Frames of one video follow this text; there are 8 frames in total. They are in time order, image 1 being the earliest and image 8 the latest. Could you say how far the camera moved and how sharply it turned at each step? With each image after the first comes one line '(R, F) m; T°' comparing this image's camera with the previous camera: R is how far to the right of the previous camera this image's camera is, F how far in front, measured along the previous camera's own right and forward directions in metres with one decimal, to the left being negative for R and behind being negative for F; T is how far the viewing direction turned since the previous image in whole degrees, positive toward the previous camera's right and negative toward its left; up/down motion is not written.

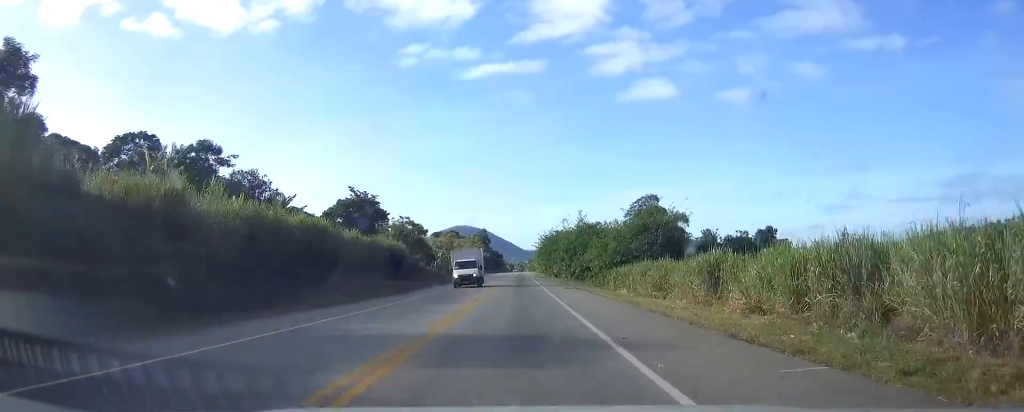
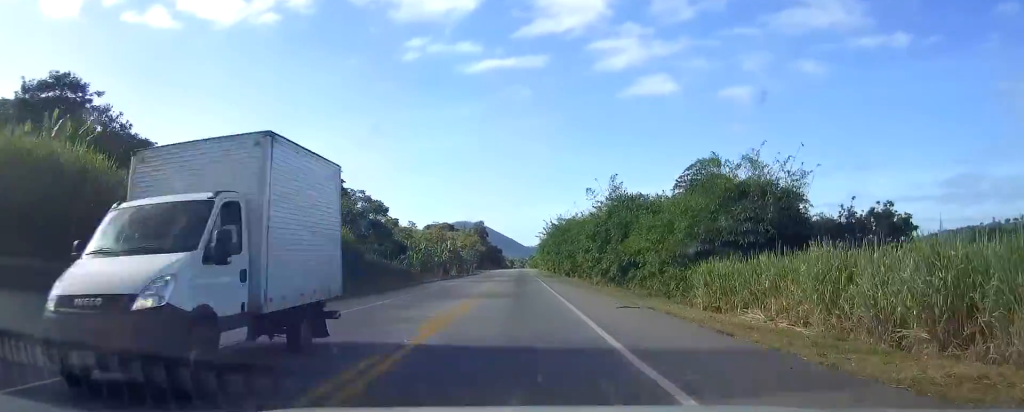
(0.0, +25.7) m; 0°
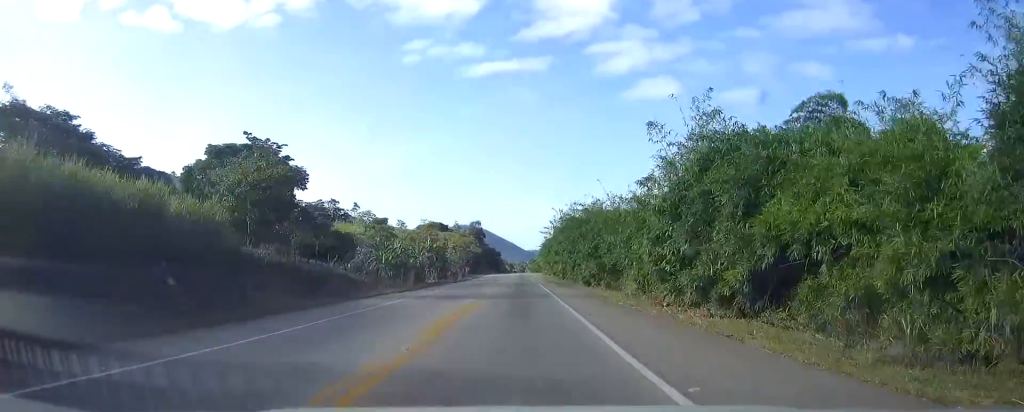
(-0.1, +23.6) m; 0°
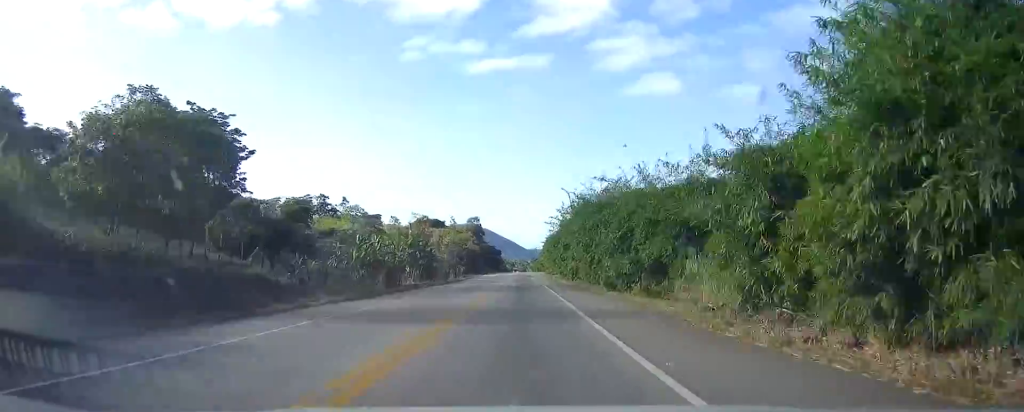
(+0.1, +14.6) m; 0°
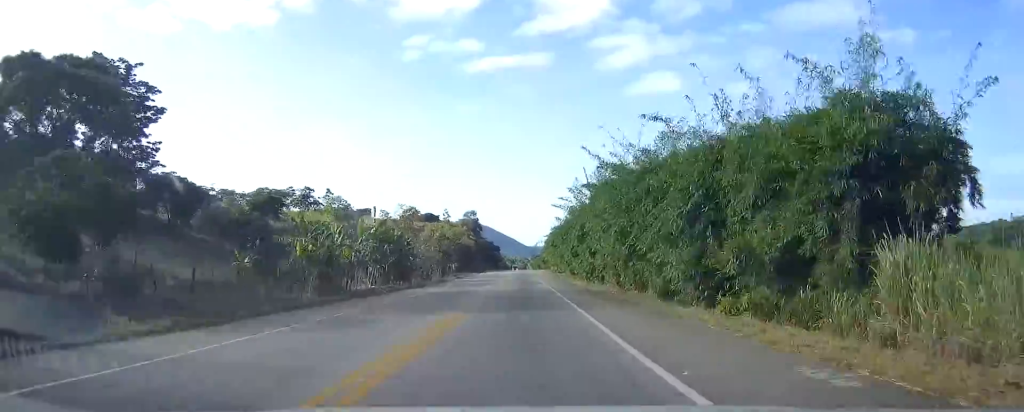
(0.0, +16.9) m; 0°
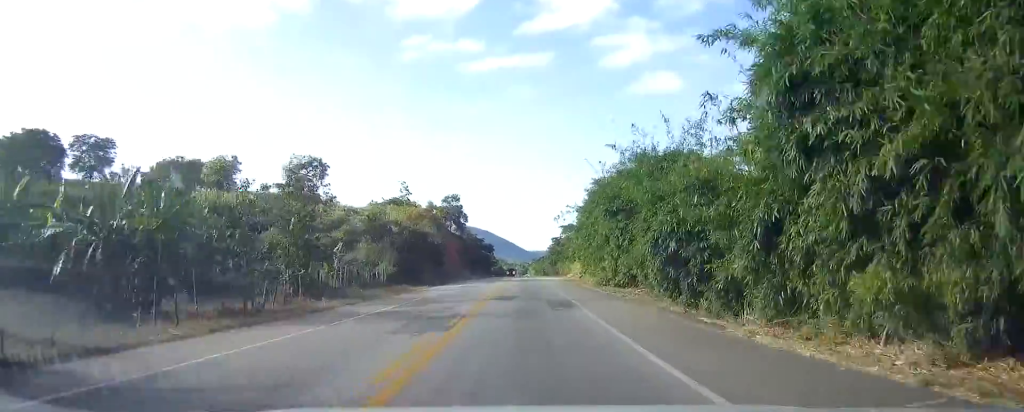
(0.0, +62.0) m; 0°
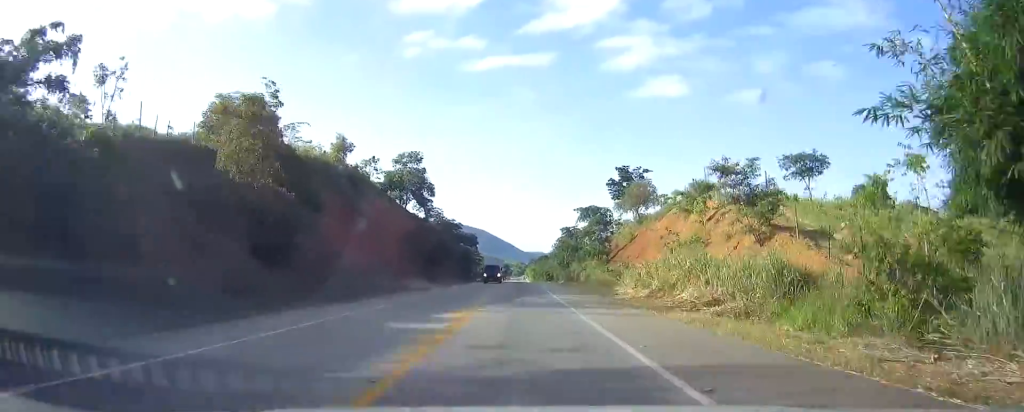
(+0.1, +62.1) m; 0°
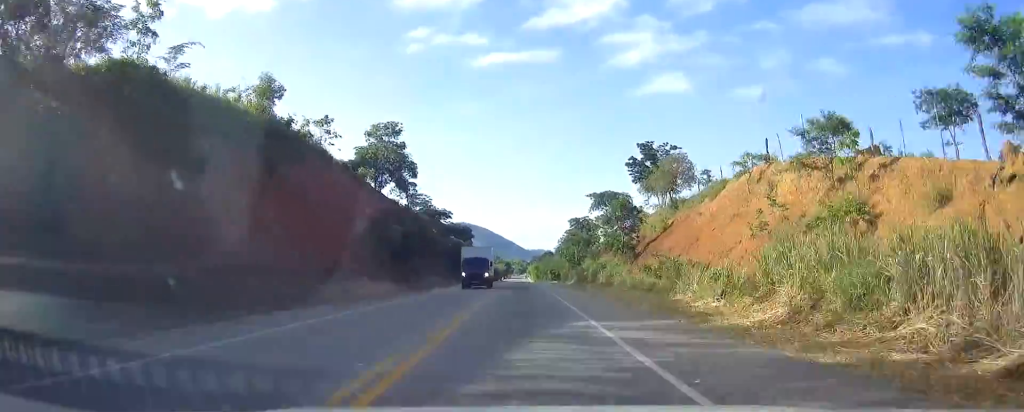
(0.0, +20.4) m; 0°
